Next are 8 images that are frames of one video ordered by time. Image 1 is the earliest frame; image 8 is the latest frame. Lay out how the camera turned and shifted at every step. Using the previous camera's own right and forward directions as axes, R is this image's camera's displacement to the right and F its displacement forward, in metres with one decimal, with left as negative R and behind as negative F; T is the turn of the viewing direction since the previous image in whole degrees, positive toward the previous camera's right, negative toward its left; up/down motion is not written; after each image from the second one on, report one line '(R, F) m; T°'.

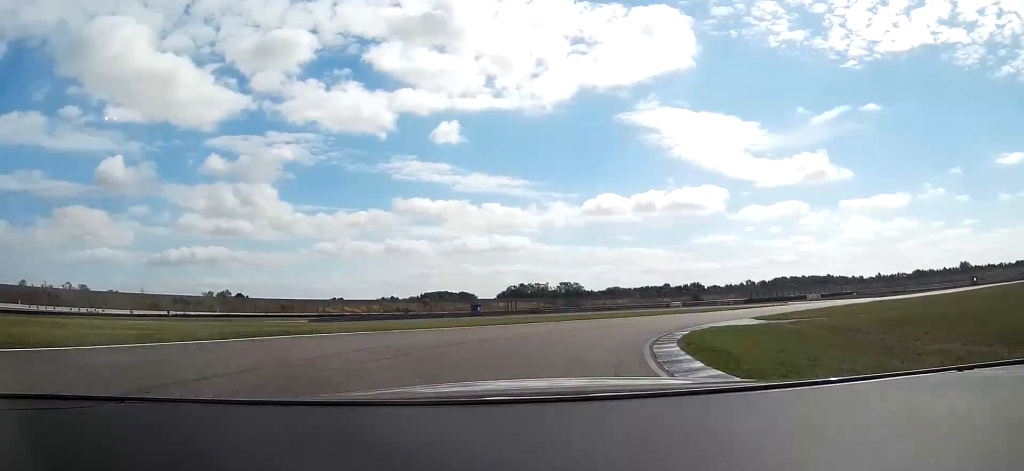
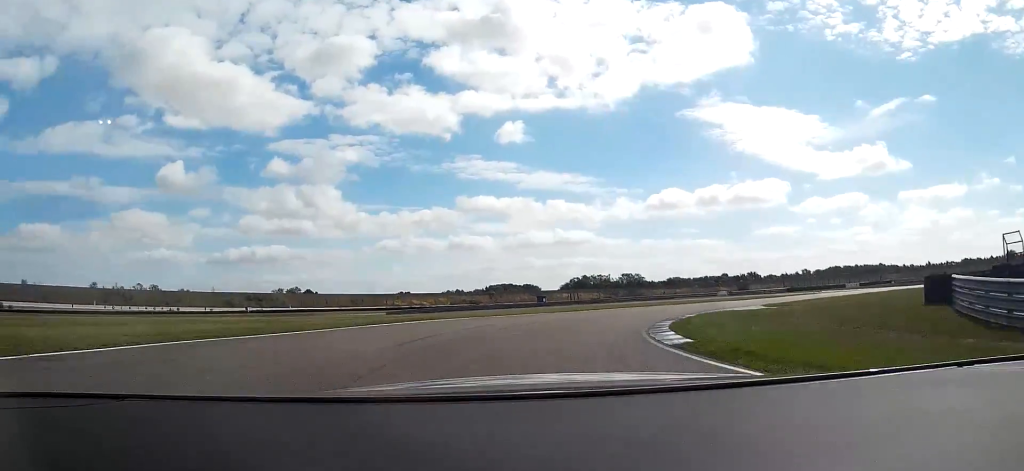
(-0.2, +12.1) m; -6°
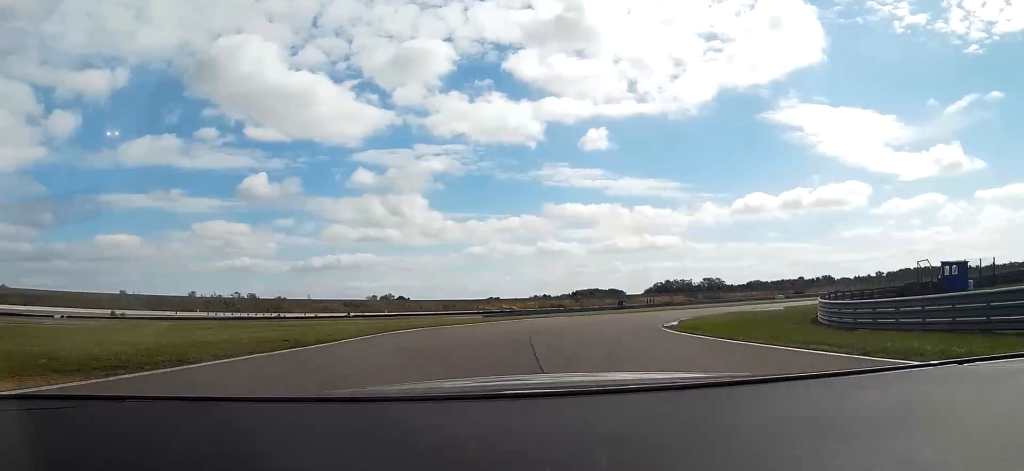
(-1.7, +17.9) m; -7°
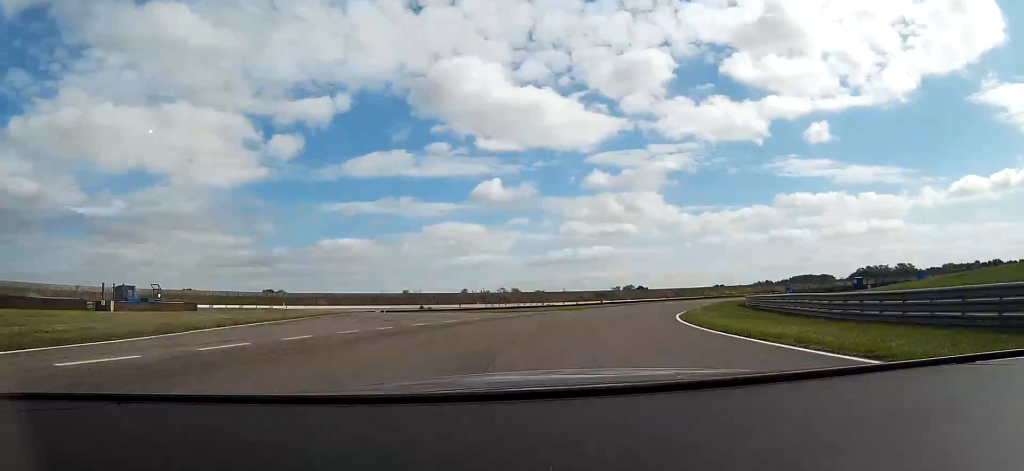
(-14.2, +68.1) m; -21°
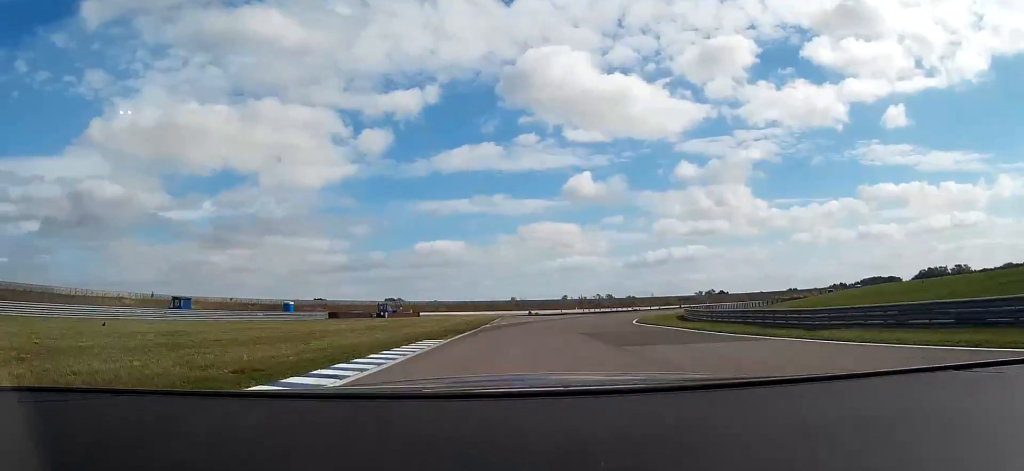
(-3.7, +50.8) m; -7°
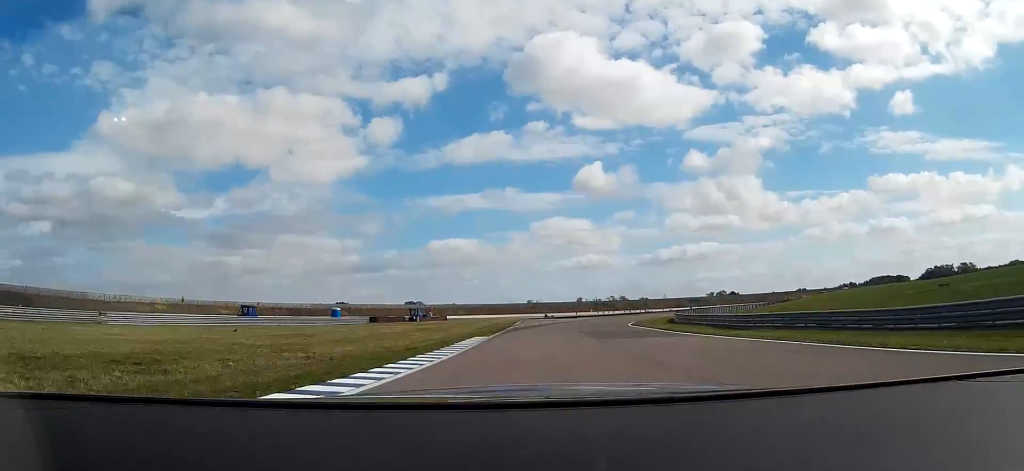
(-0.2, +12.8) m; -1°
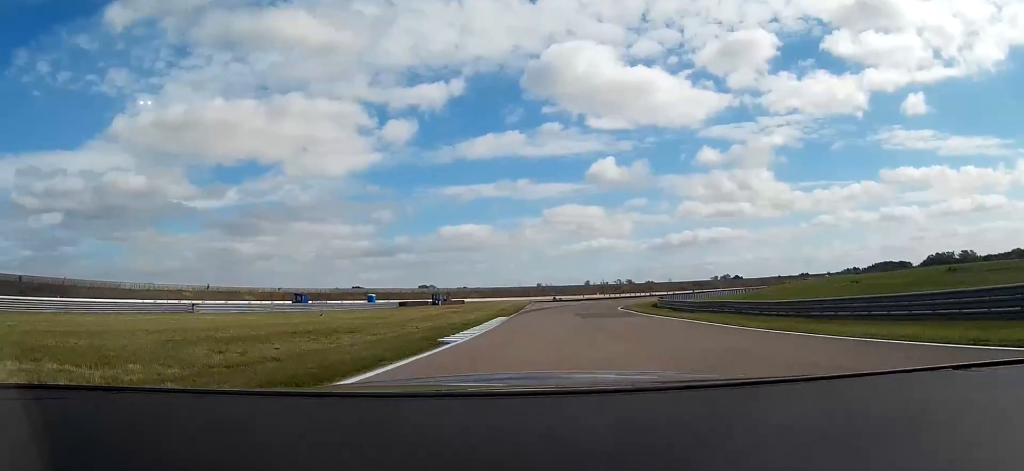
(-0.3, +15.1) m; -3°
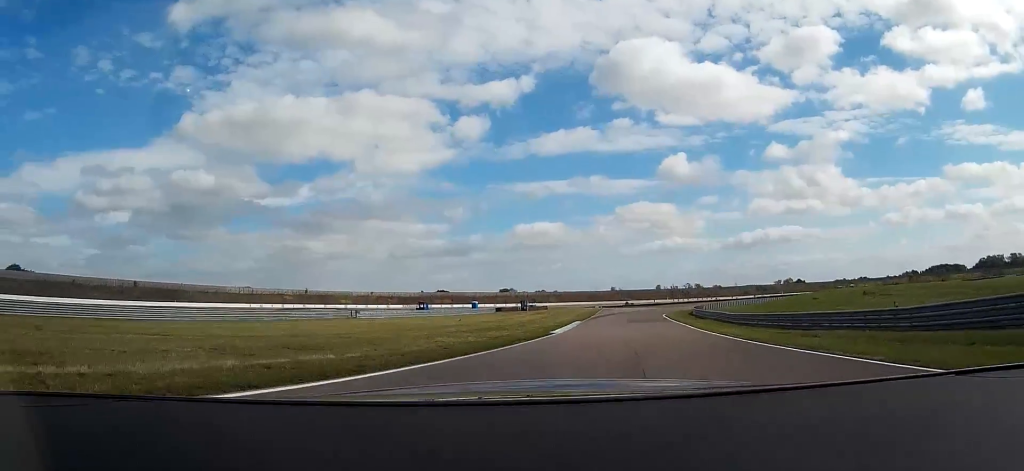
(-1.4, +28.5) m; -9°
